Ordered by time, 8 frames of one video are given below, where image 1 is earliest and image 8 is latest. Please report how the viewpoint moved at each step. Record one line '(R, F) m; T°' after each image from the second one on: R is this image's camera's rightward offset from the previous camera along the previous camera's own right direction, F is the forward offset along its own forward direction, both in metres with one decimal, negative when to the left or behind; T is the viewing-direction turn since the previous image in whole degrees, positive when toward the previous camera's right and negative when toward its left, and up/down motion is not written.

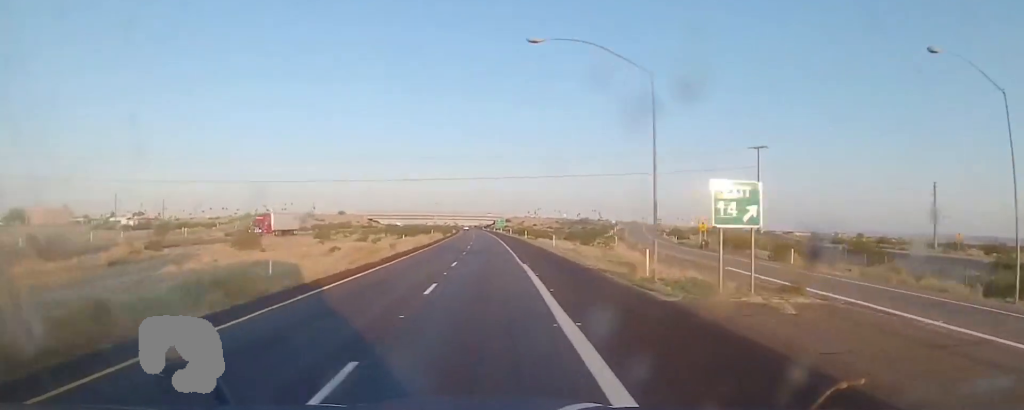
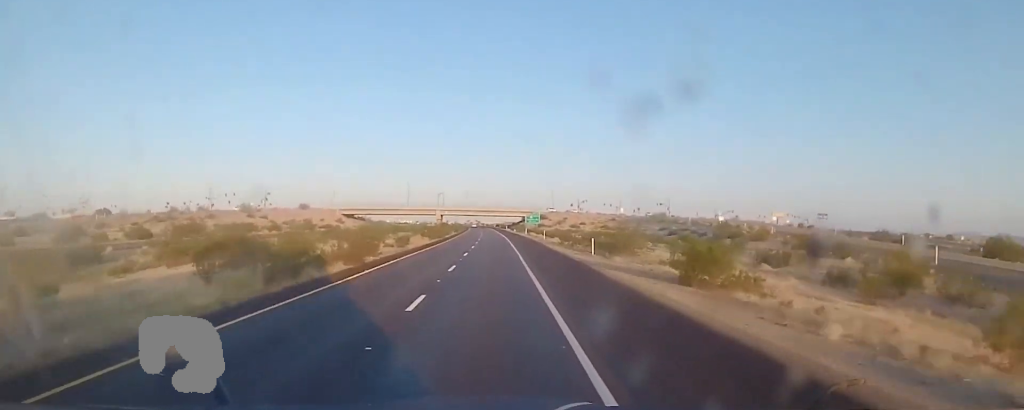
(-2.4, +107.7) m; -3°
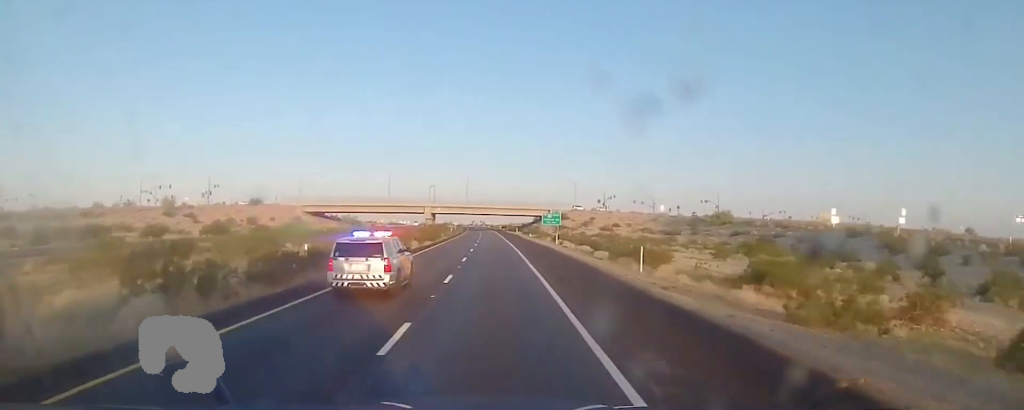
(-0.9, +53.2) m; -1°
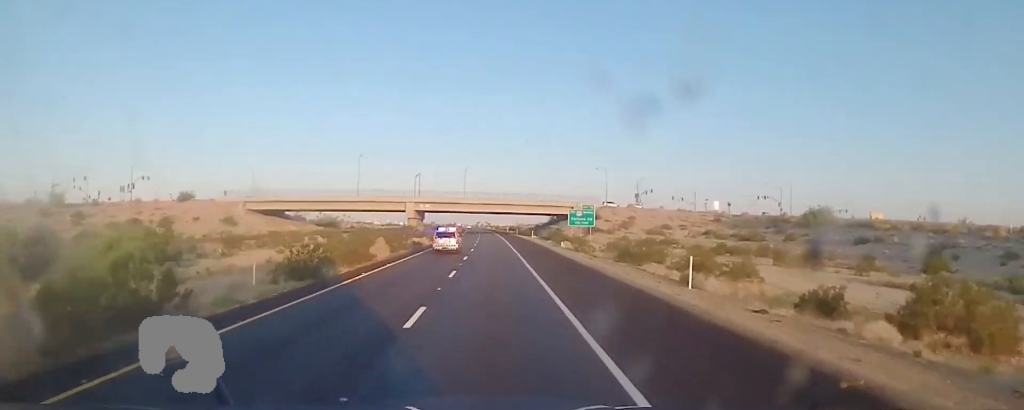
(-0.1, +45.2) m; -1°
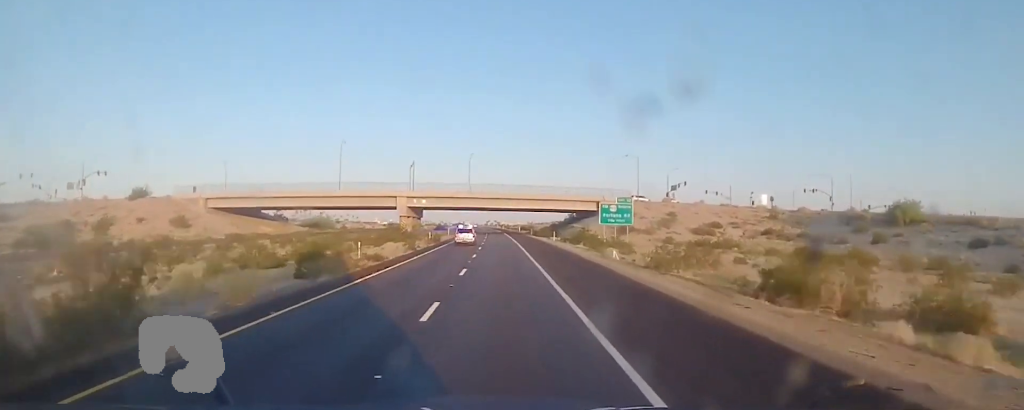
(-0.1, +22.8) m; -1°
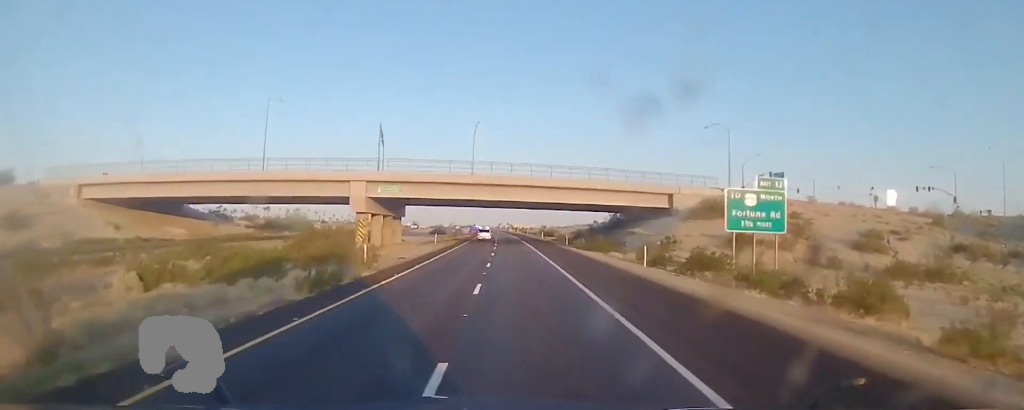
(-0.6, +42.6) m; -1°
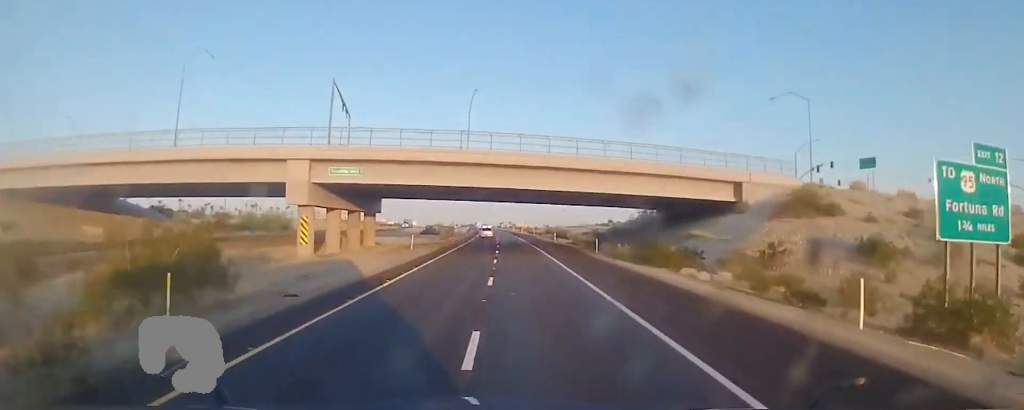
(-0.1, +20.4) m; 0°
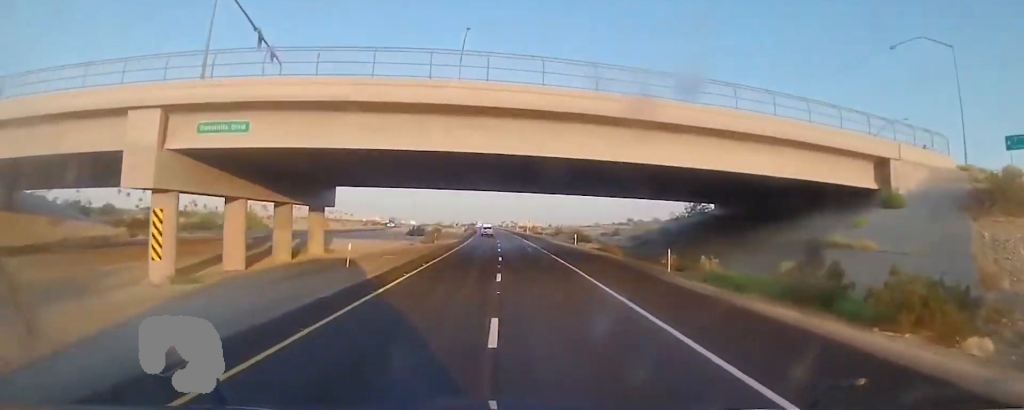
(0.0, +22.9) m; 0°
